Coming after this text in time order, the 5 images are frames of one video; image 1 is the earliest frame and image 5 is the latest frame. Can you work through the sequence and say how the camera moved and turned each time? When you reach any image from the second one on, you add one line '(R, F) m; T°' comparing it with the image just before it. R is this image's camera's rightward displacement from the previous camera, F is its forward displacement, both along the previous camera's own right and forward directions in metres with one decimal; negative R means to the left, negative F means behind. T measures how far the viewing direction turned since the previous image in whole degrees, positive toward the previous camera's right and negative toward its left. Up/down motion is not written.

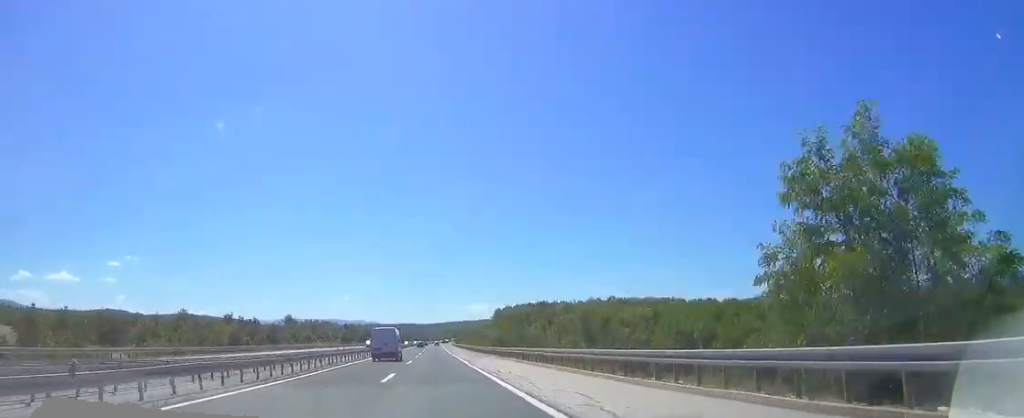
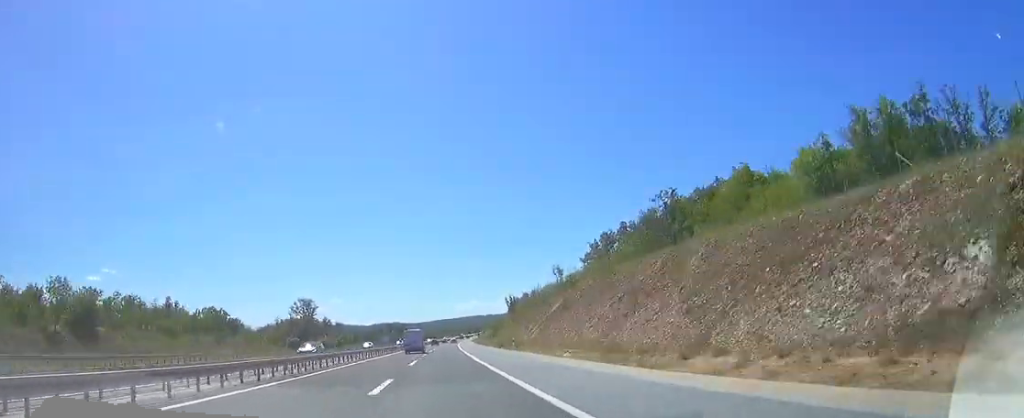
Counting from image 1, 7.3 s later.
(+2.1, +291.8) m; +2°
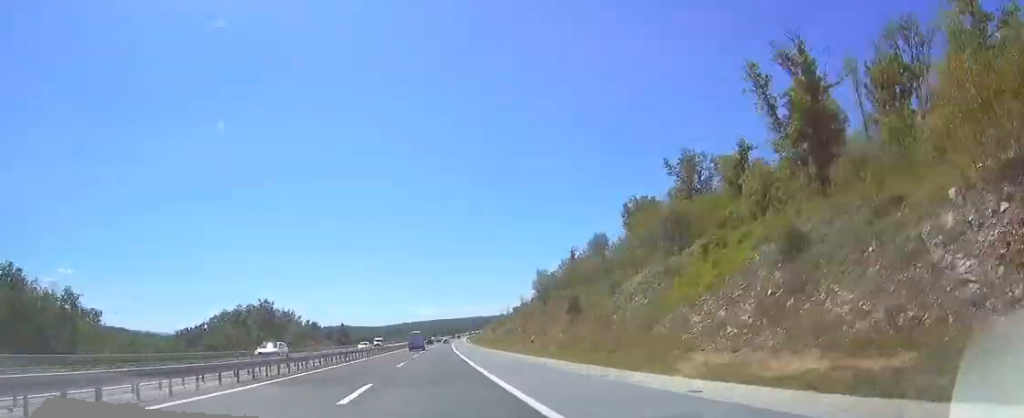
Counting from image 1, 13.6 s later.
(+8.5, +281.7) m; +3°
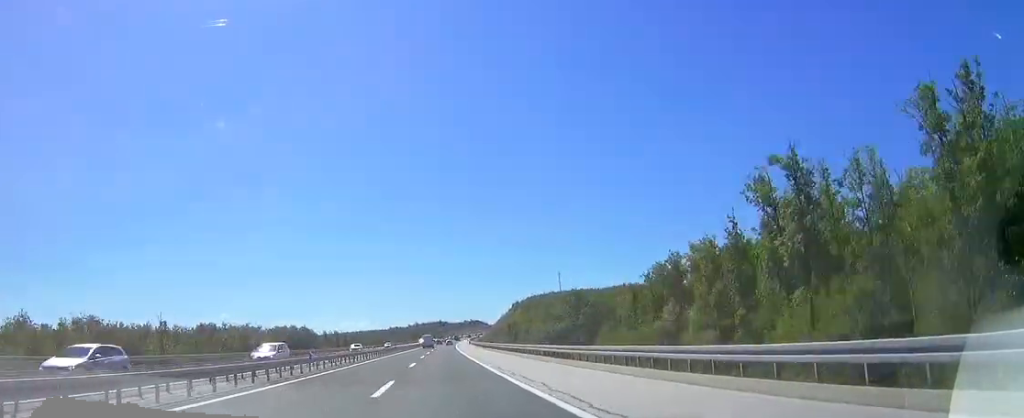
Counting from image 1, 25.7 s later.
(+16.1, +315.1) m; +6°
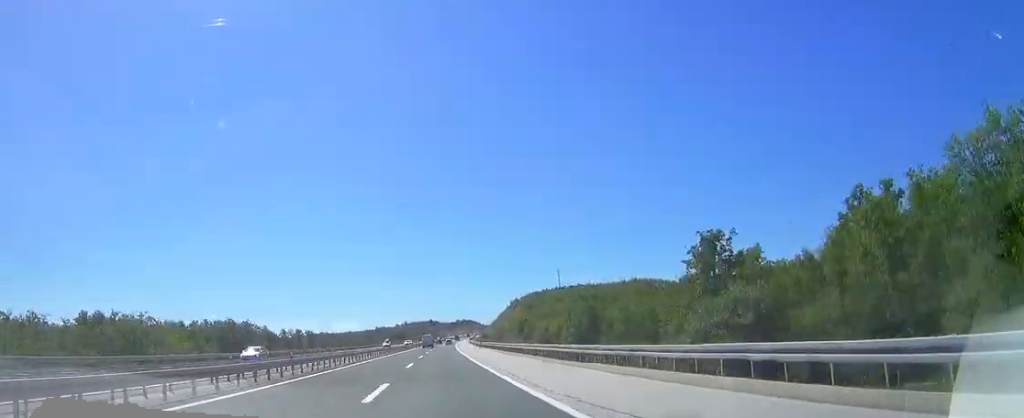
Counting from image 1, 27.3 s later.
(+0.8, +44.4) m; +1°
